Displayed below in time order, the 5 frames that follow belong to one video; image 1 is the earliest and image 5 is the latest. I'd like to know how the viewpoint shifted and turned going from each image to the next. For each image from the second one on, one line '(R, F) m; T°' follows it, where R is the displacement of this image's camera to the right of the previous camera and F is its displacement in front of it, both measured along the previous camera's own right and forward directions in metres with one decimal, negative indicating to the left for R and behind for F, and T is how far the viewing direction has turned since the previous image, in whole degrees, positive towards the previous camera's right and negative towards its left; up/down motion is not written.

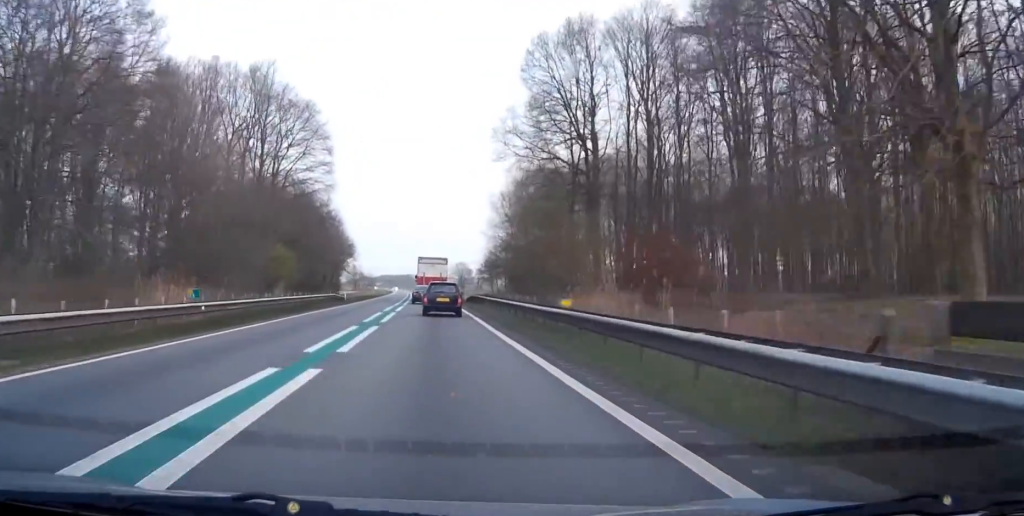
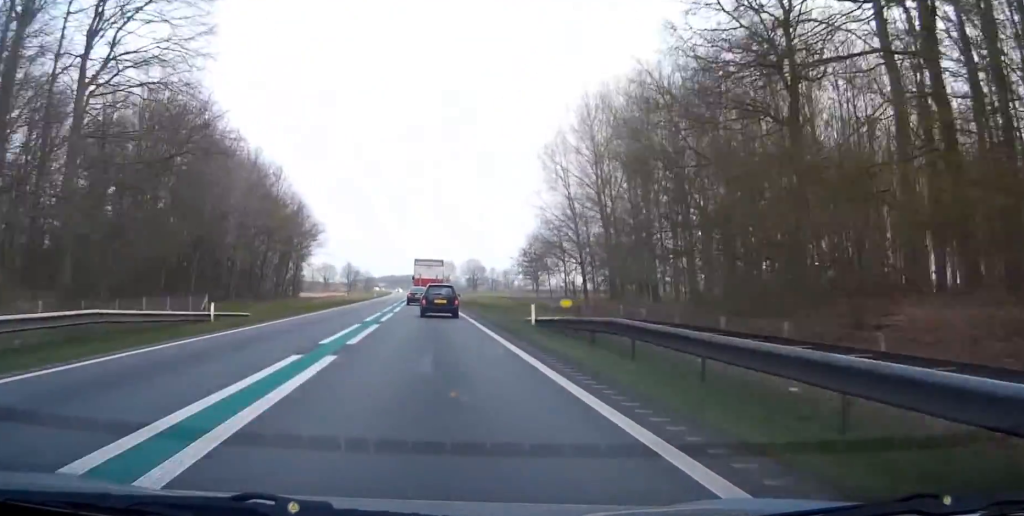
(-0.2, +43.6) m; -2°
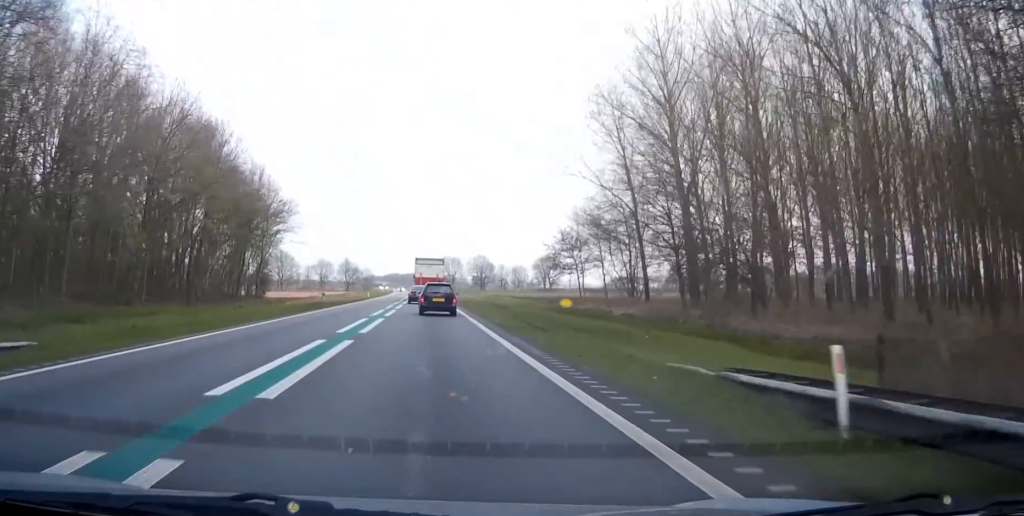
(-0.4, +19.2) m; -3°
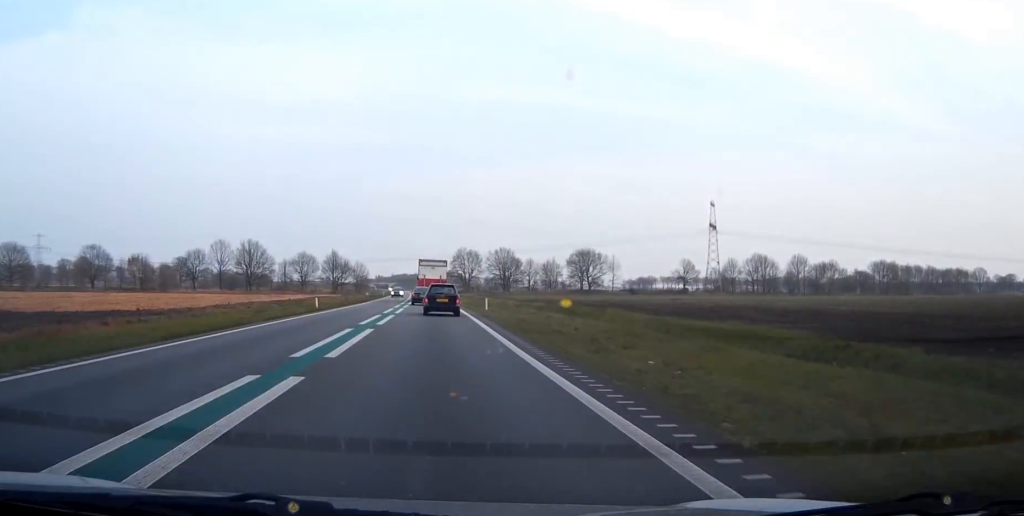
(-0.3, +51.1) m; +2°
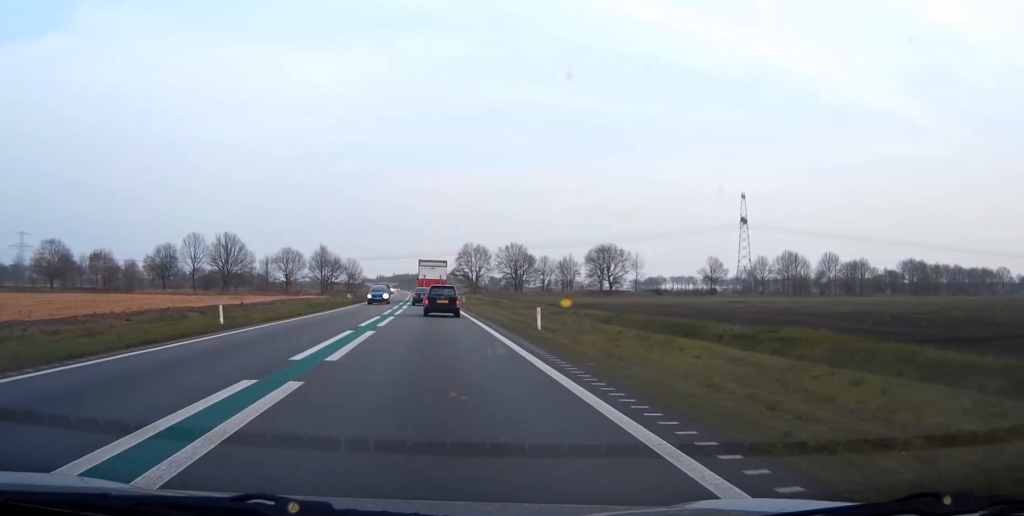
(+0.3, +23.8) m; +1°
